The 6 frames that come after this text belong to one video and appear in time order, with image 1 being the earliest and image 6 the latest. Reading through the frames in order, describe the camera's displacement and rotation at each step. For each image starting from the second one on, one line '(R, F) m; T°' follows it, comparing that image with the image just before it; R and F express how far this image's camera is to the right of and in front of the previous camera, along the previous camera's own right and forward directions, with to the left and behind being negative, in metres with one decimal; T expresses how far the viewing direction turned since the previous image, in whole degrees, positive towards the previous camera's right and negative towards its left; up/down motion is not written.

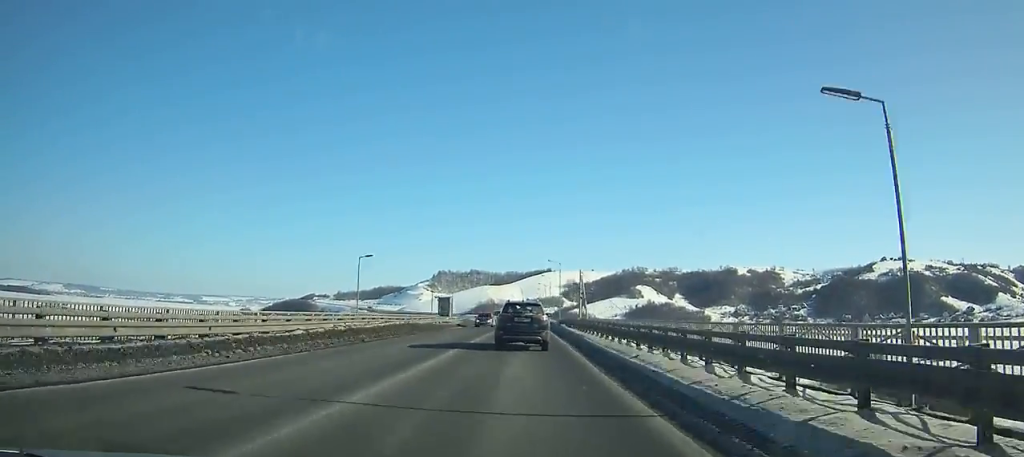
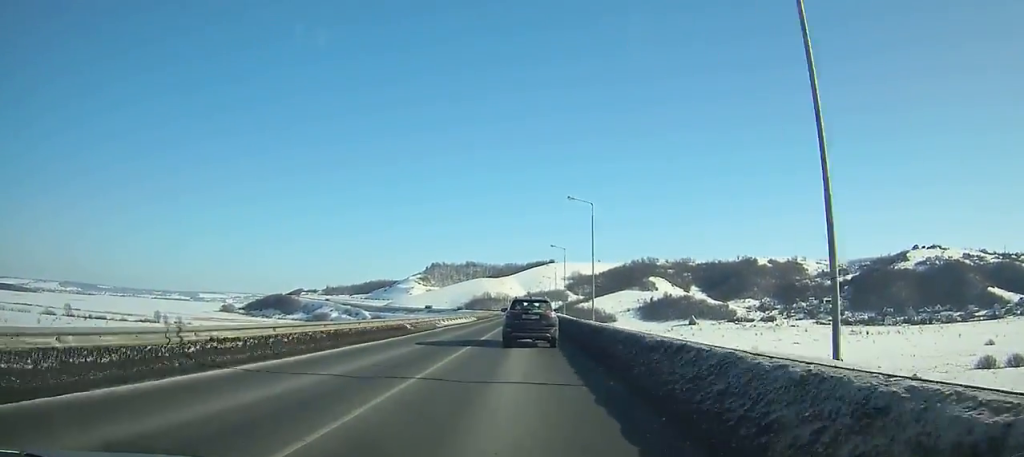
(-0.2, +90.9) m; 0°
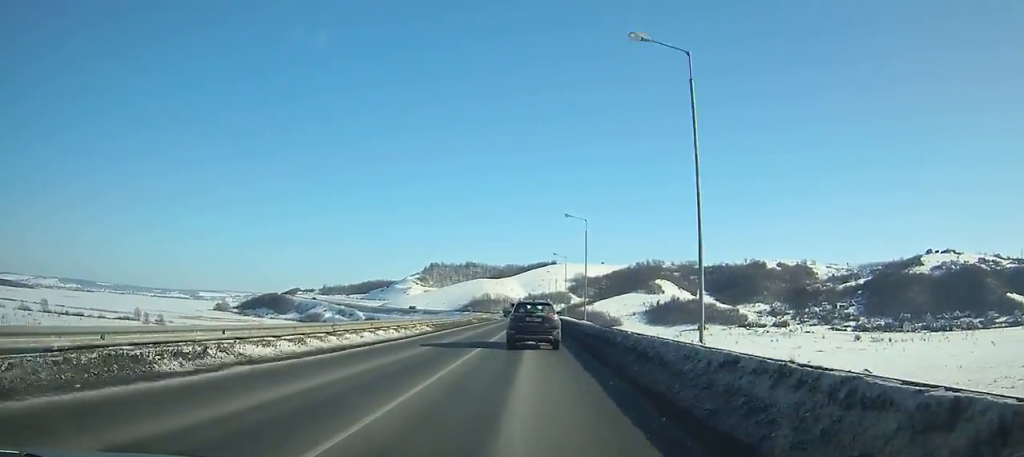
(+0.1, +31.3) m; 0°
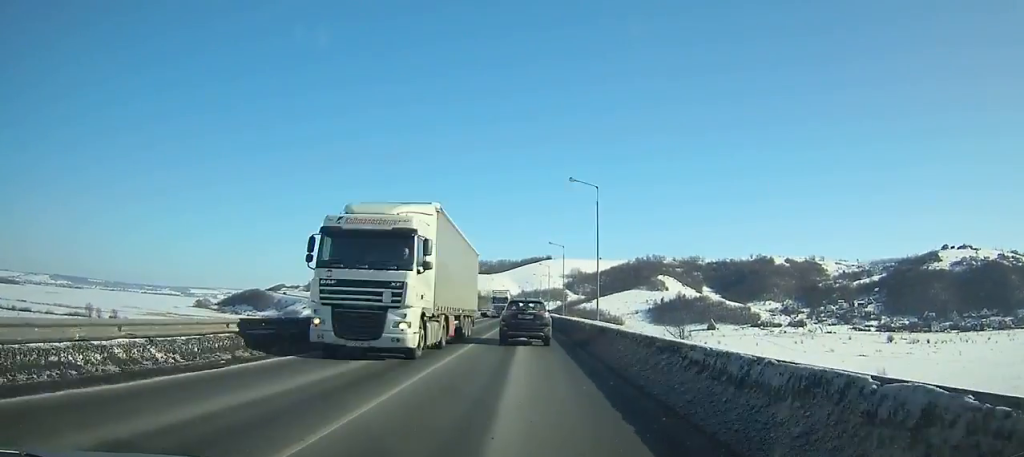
(+0.1, +54.7) m; 0°
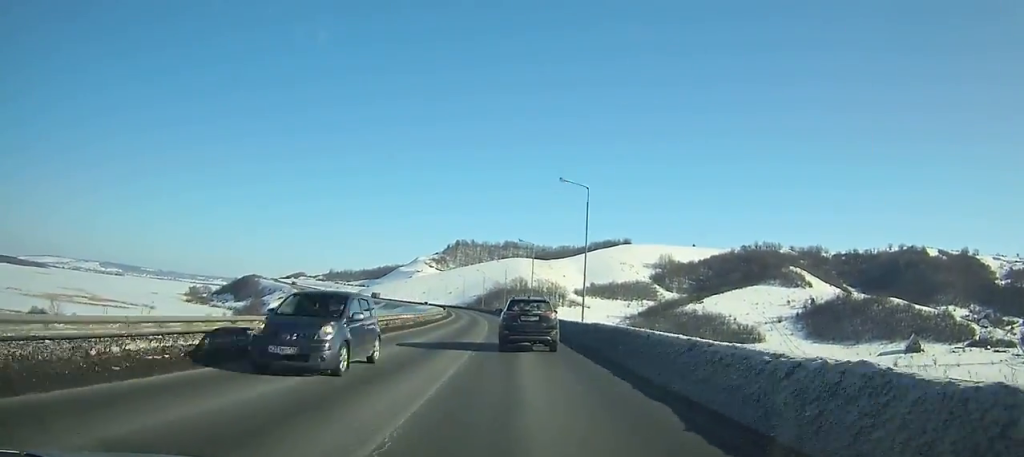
(-7.6, +234.9) m; -6°
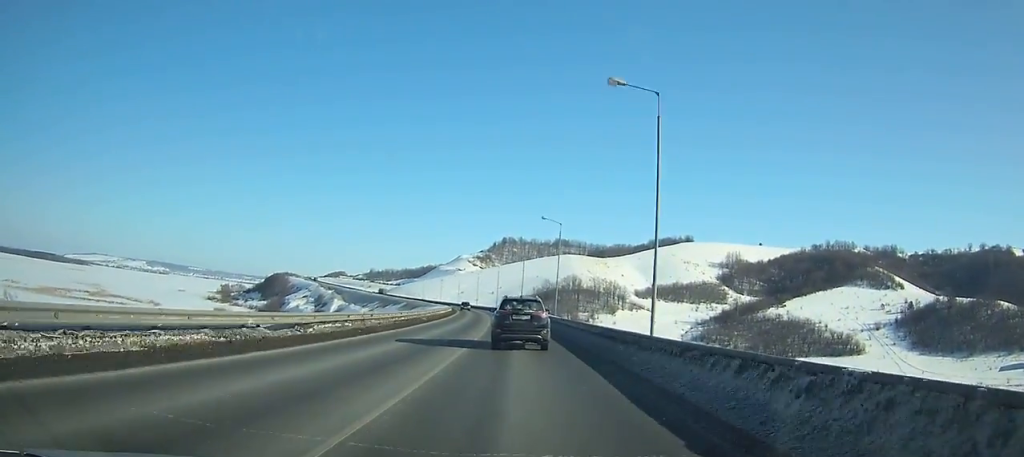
(-1.8, +59.7) m; -4°
